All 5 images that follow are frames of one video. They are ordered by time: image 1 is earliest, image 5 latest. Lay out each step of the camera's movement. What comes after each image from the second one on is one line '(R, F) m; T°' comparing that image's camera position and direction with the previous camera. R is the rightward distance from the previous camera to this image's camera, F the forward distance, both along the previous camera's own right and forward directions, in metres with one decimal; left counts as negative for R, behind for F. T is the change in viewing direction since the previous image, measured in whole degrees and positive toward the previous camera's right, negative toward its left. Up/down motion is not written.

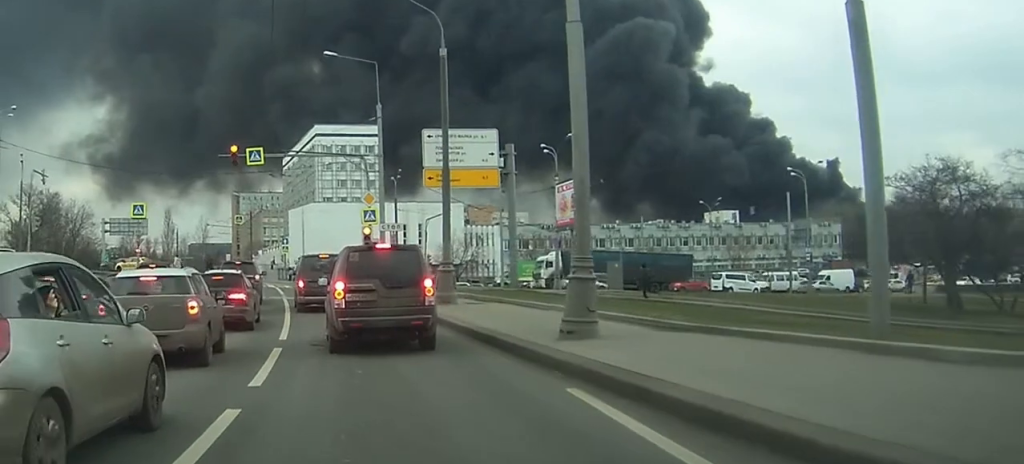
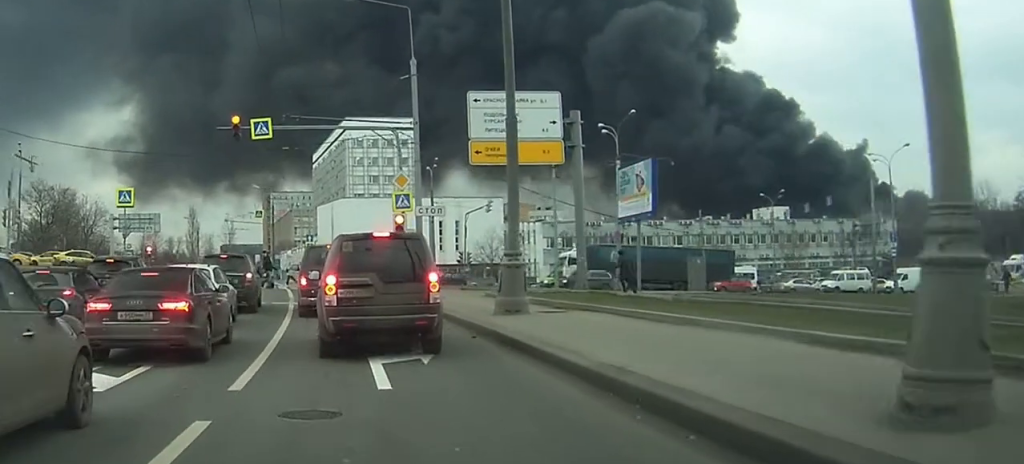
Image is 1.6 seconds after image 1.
(-0.3, +7.9) m; -1°
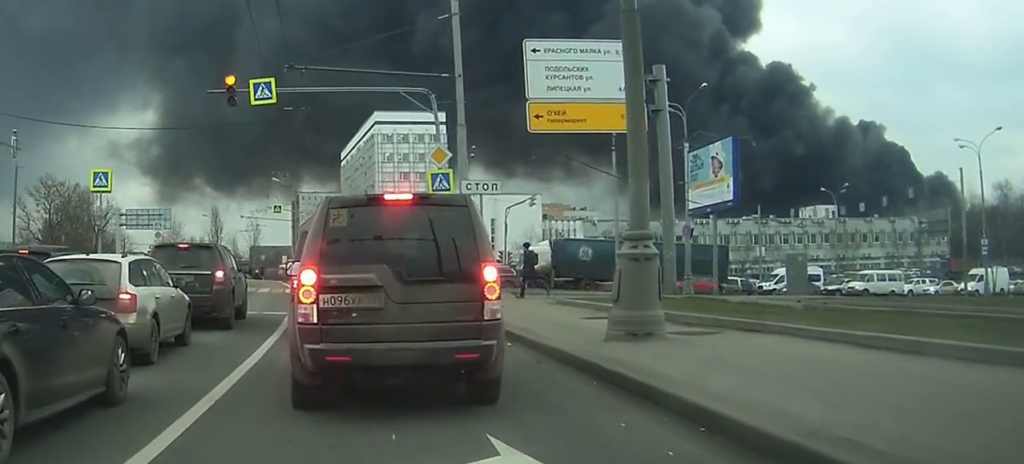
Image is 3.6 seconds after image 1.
(+0.3, +8.7) m; +1°
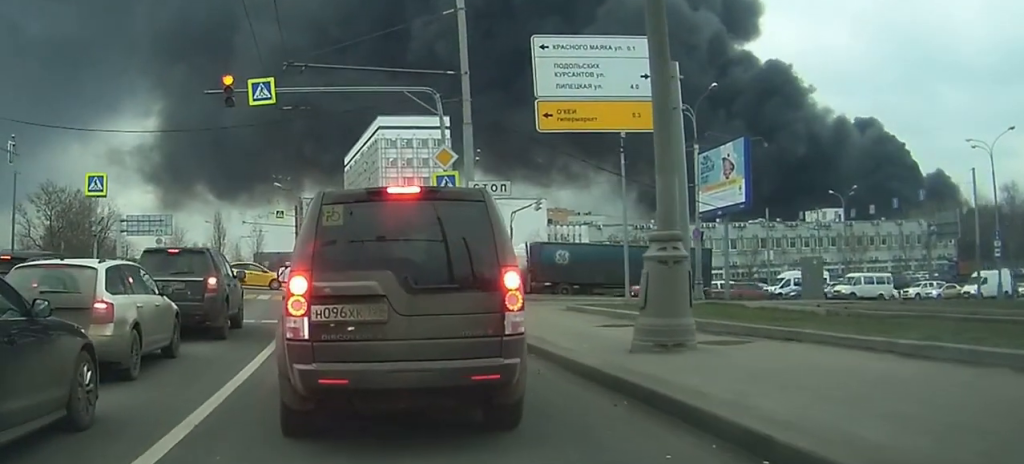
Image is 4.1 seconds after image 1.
(0.0, +1.7) m; 0°
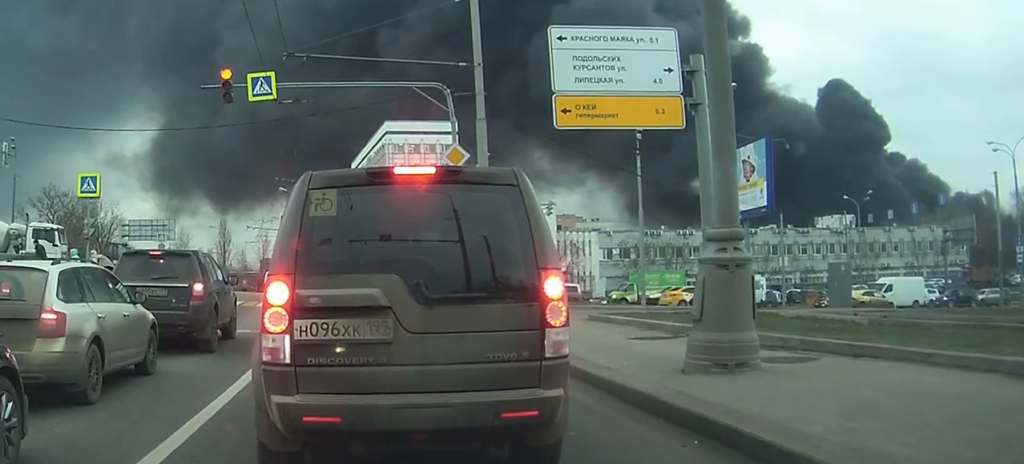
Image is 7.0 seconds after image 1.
(0.0, +3.3) m; 0°
